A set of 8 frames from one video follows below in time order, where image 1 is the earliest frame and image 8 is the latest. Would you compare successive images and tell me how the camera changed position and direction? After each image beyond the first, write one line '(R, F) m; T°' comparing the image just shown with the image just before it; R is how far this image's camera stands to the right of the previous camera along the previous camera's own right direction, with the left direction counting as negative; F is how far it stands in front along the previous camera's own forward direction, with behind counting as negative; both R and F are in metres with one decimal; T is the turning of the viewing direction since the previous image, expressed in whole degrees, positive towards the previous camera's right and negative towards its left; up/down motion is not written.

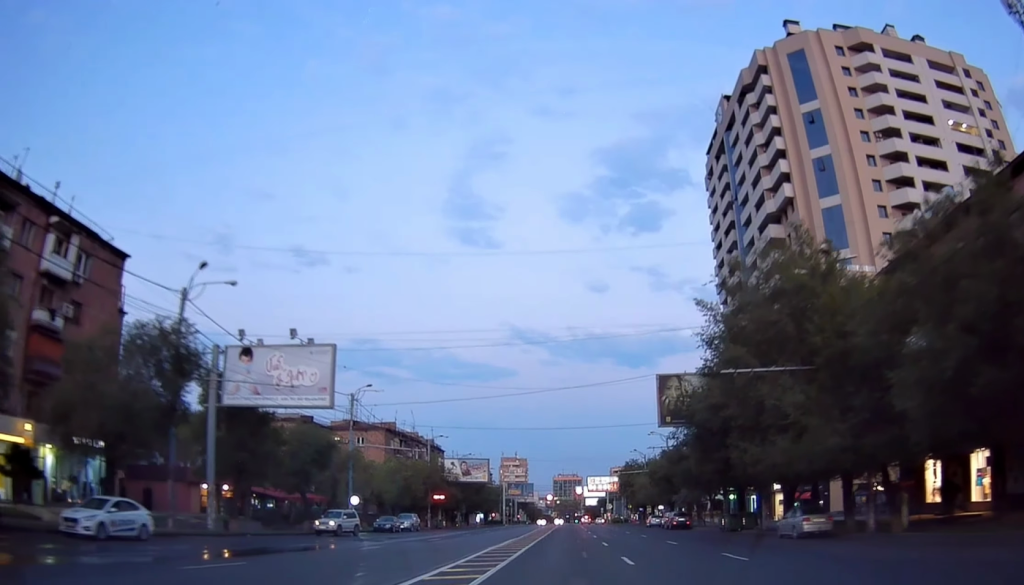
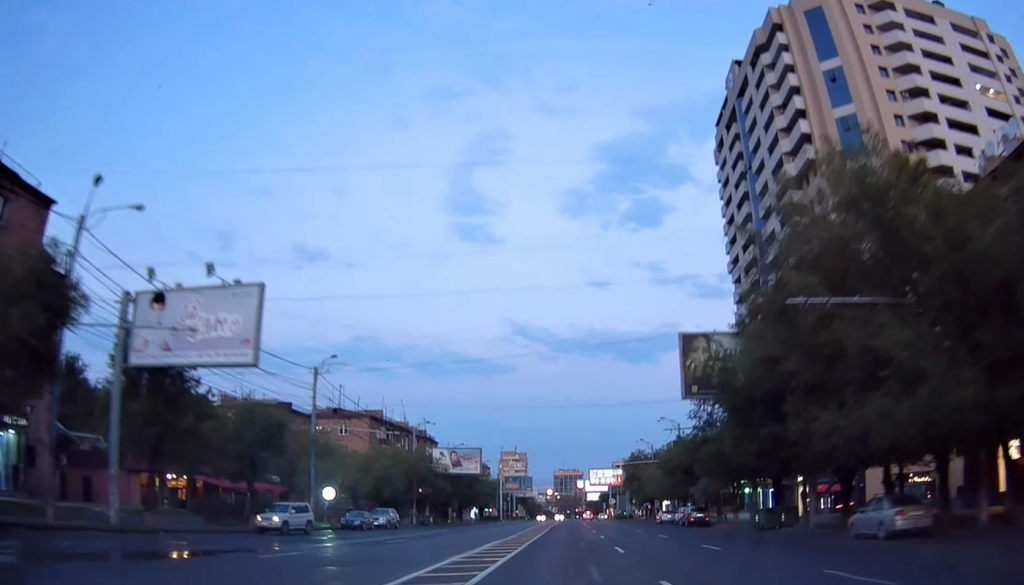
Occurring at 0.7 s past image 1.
(0.0, +8.7) m; -1°
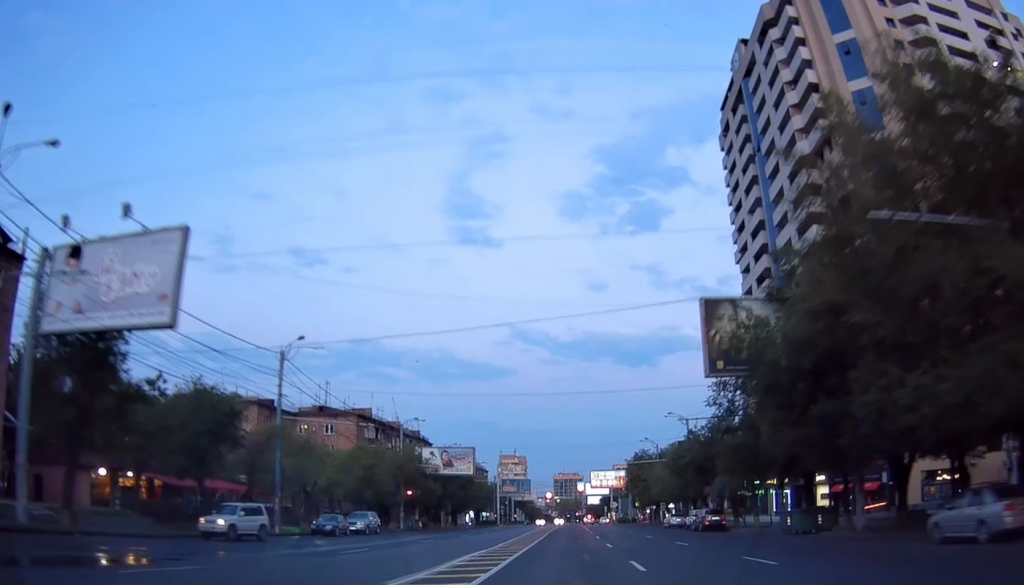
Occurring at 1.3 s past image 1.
(0.0, +6.2) m; -1°
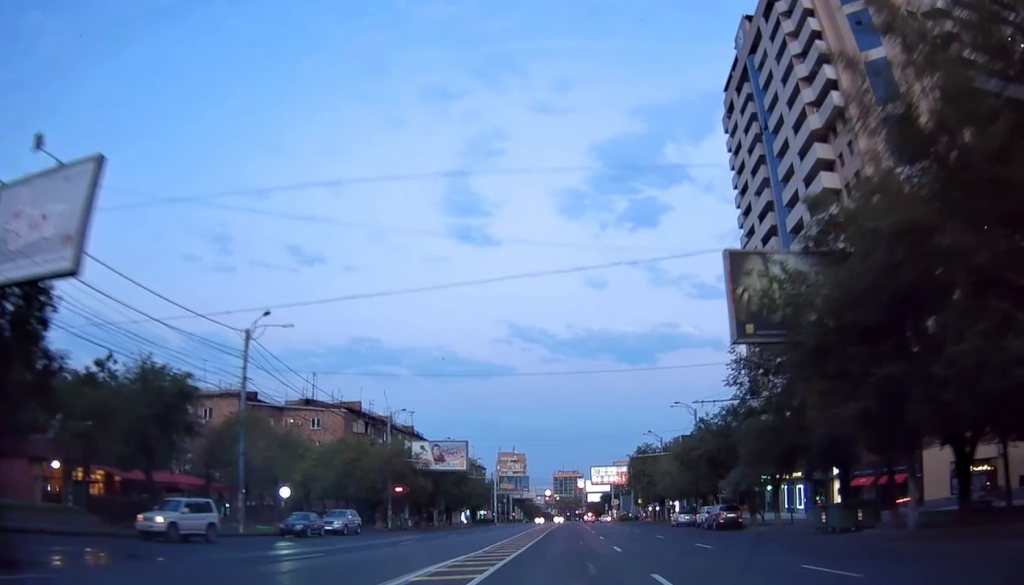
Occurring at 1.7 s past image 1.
(-0.1, +4.7) m; 0°
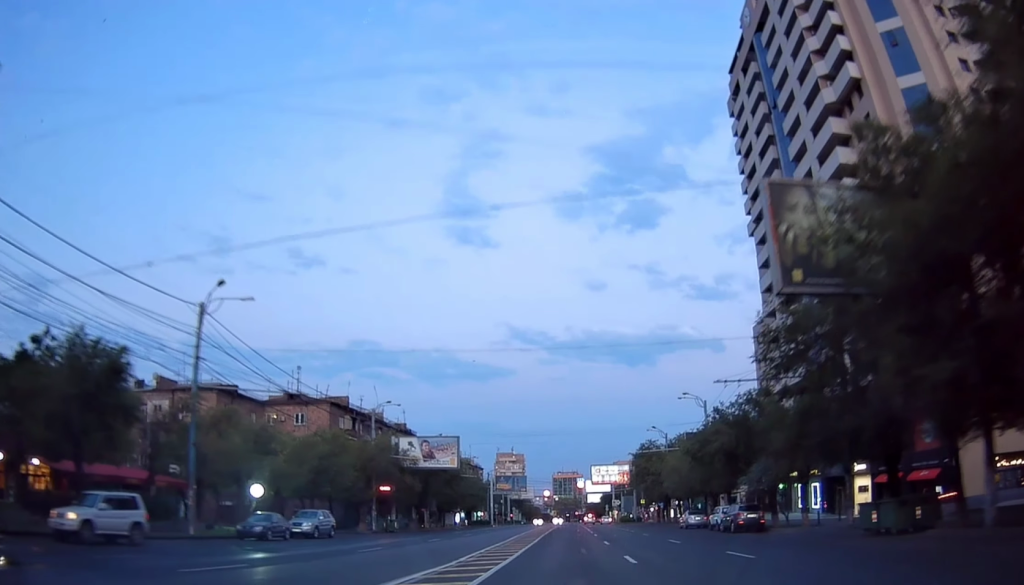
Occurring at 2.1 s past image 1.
(0.0, +5.3) m; 0°
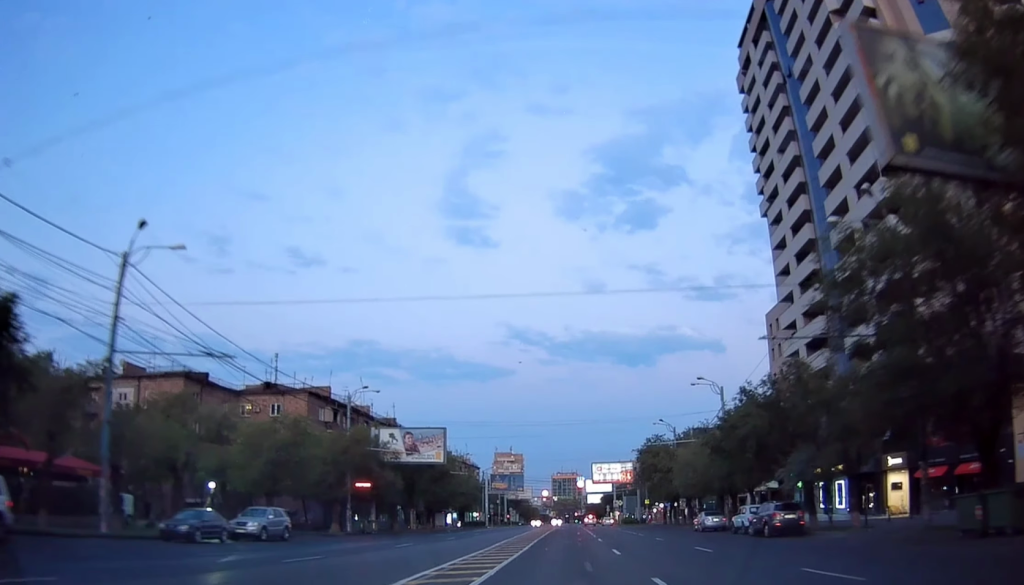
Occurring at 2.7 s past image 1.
(0.0, +7.2) m; 0°
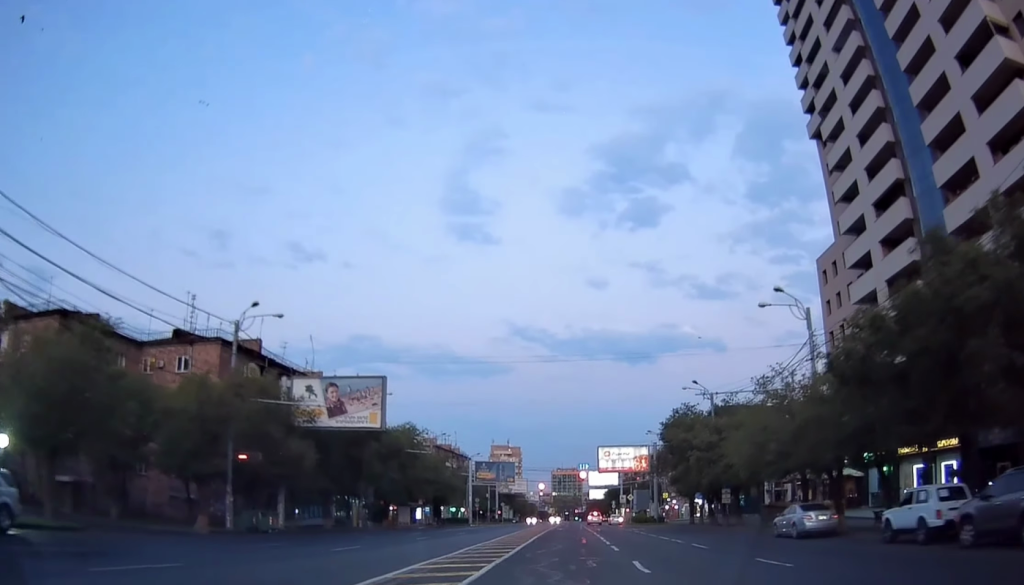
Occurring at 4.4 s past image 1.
(0.0, +20.1) m; 0°
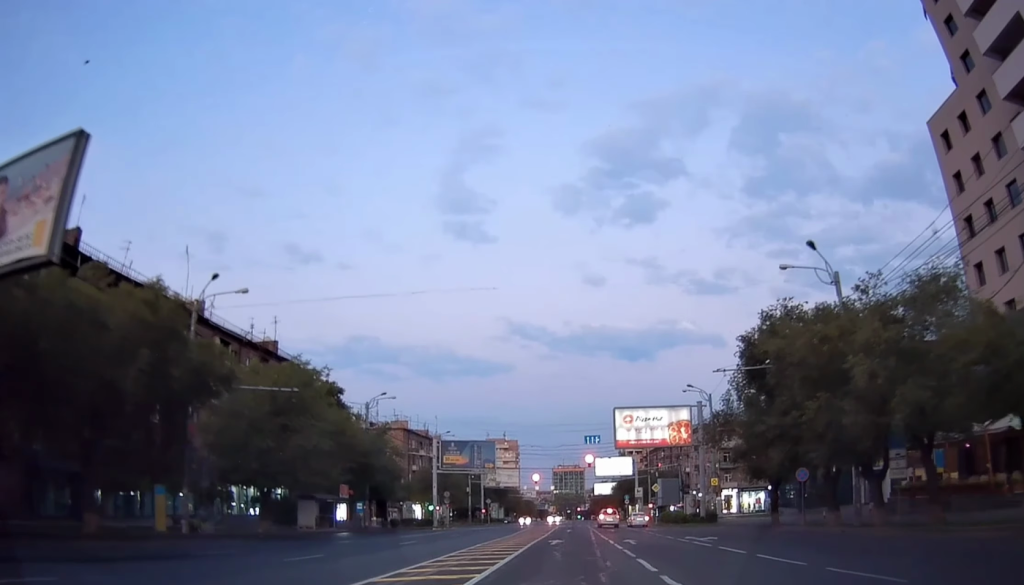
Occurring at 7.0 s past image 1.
(-0.3, +29.3) m; -1°
